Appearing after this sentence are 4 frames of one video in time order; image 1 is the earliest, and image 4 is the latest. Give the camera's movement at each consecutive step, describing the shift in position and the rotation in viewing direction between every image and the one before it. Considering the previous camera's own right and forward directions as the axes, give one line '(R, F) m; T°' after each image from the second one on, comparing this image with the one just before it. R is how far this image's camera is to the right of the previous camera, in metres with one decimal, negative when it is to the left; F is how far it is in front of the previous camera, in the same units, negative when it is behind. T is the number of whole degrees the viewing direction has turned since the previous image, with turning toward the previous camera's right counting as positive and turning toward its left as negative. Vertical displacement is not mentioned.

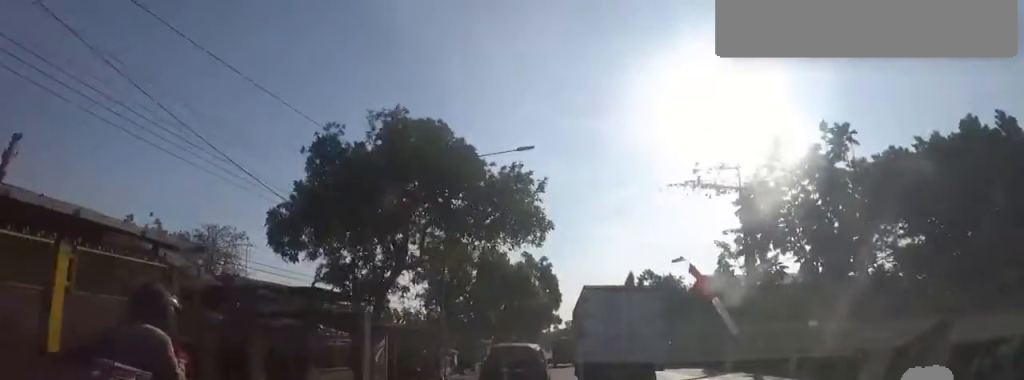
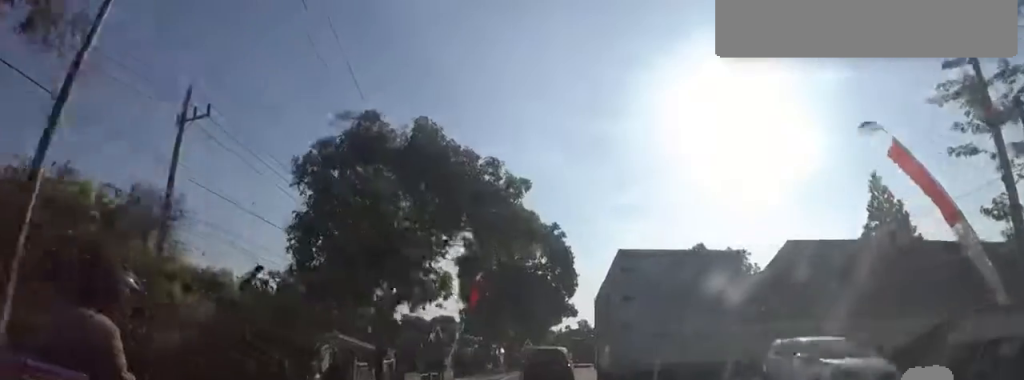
(+0.5, +16.5) m; +2°
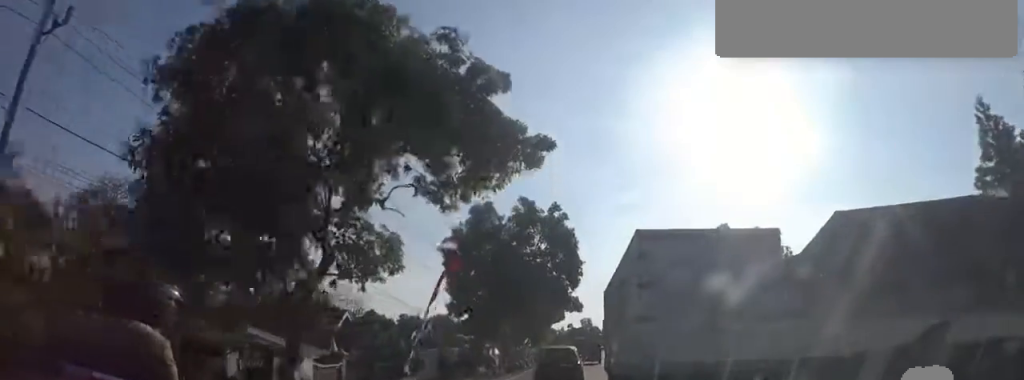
(0.0, +6.0) m; 0°
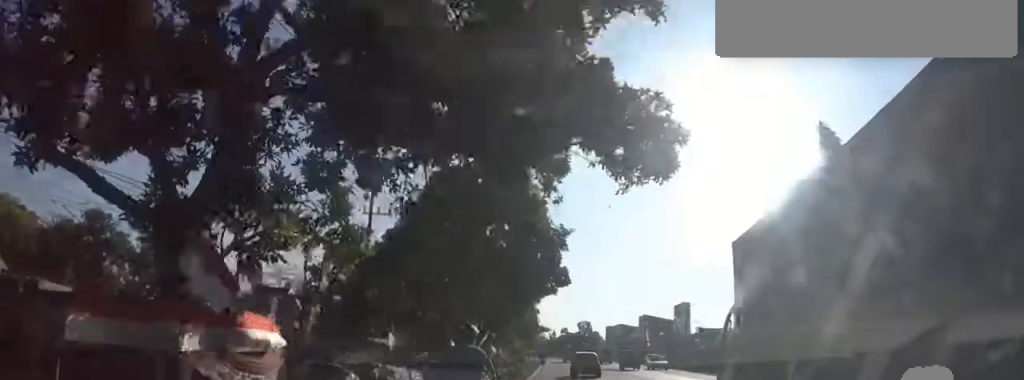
(+2.0, +34.5) m; +4°
